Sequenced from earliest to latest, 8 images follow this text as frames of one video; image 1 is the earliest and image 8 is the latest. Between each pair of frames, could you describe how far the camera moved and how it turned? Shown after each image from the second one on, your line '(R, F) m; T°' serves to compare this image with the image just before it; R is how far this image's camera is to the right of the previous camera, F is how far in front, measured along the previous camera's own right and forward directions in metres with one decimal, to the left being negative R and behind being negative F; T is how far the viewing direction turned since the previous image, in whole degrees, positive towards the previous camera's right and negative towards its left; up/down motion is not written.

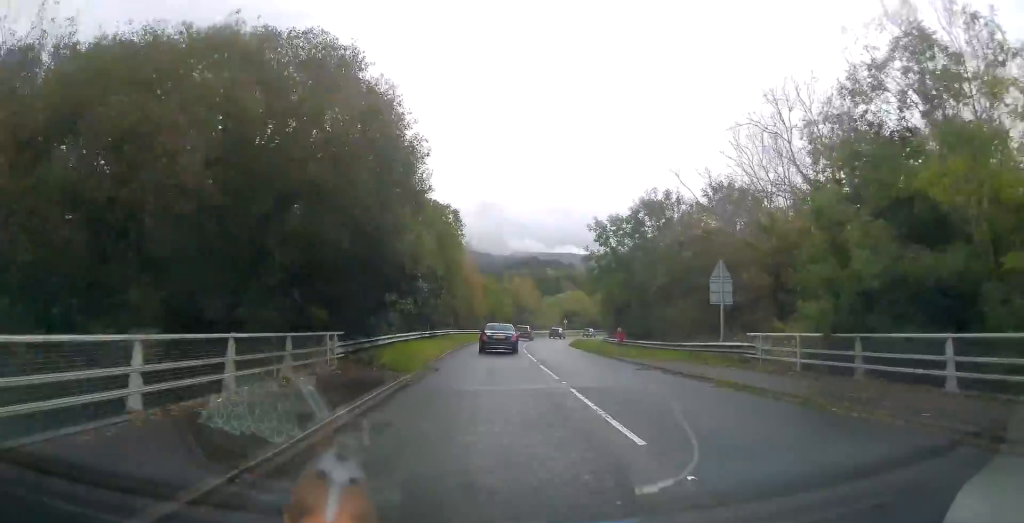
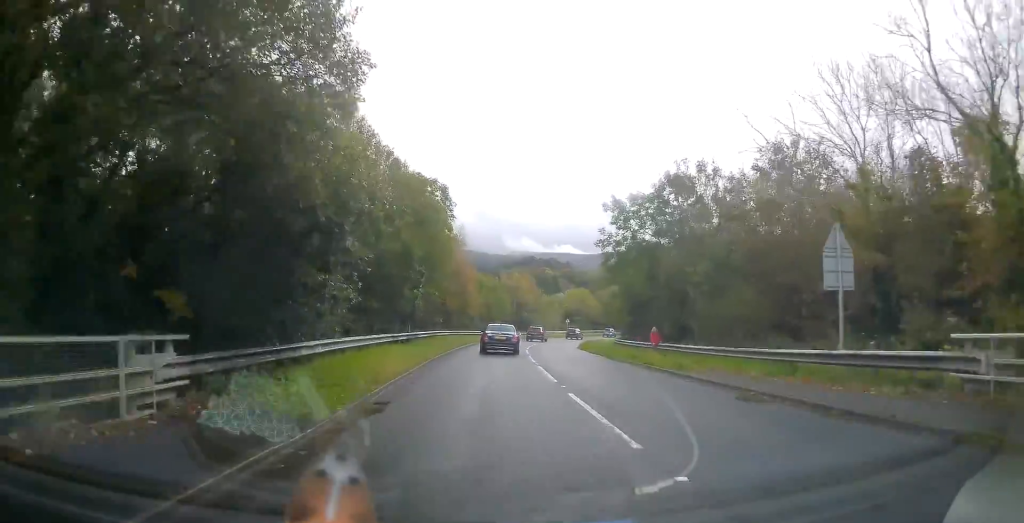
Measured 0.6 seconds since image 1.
(+0.1, +9.1) m; 0°
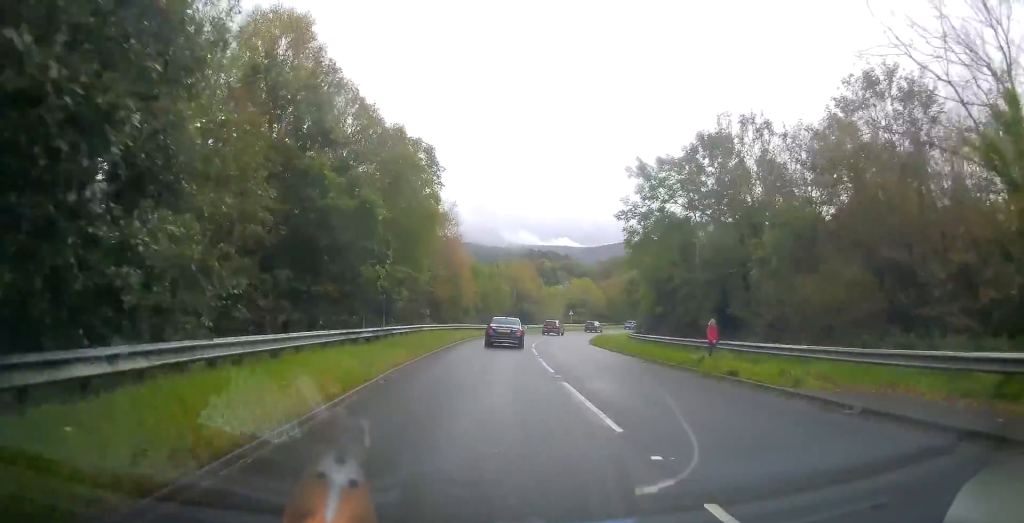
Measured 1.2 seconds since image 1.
(-0.1, +8.2) m; 0°
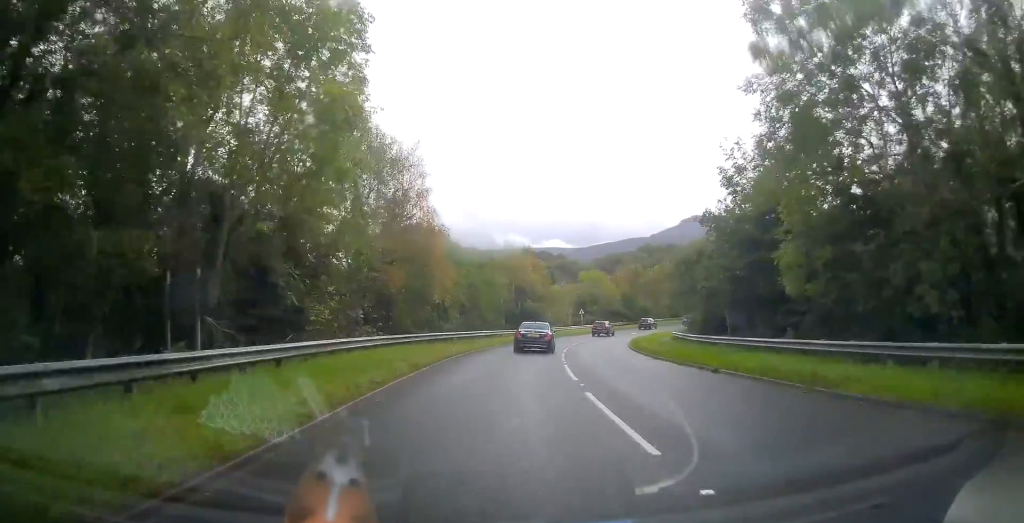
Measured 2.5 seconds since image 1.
(0.0, +19.0) m; +2°
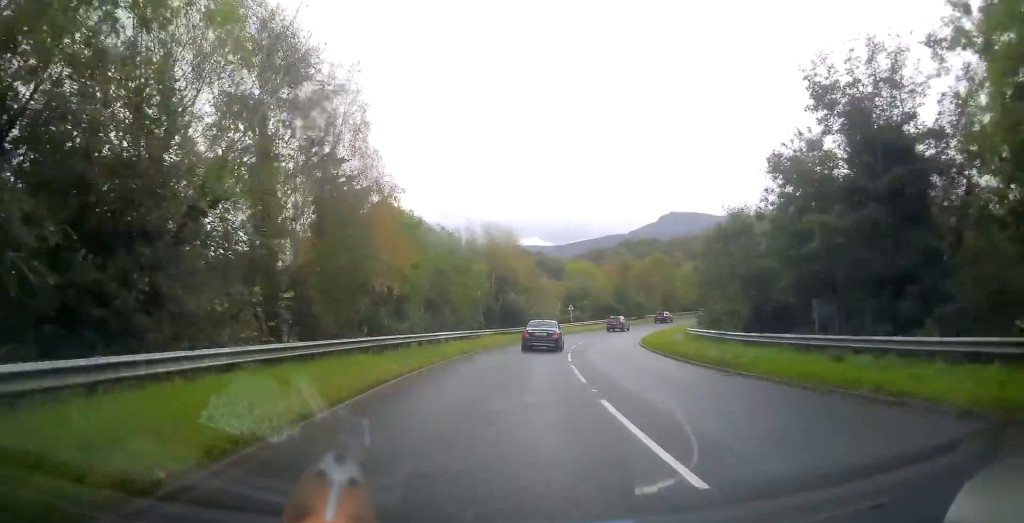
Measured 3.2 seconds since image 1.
(+0.2, +10.3) m; +2°
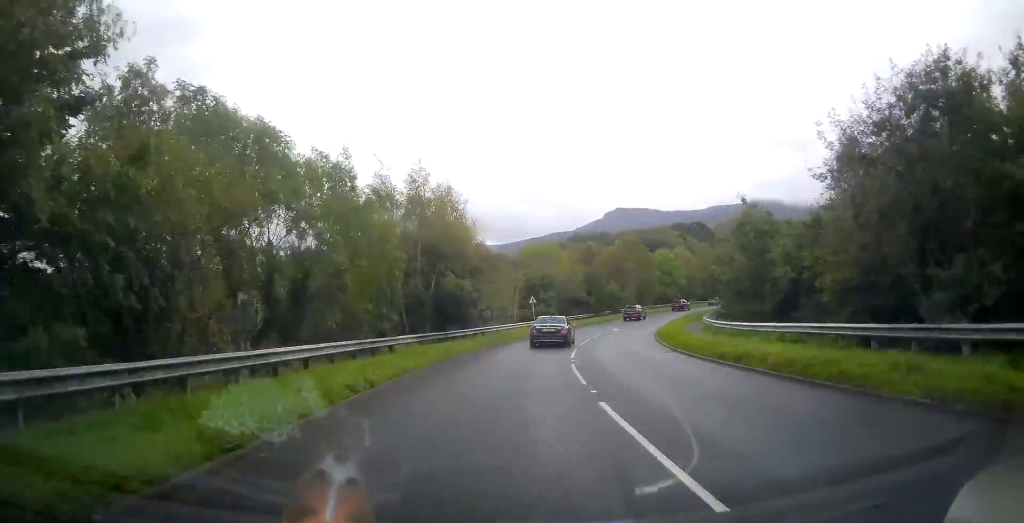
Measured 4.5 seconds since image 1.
(+0.6, +18.6) m; +3°
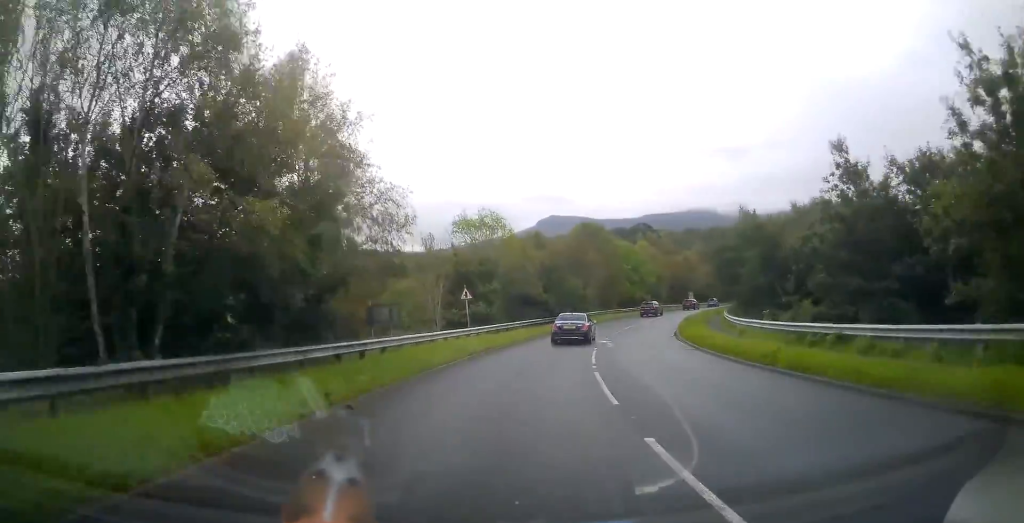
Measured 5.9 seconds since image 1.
(+0.7, +21.3) m; +6°
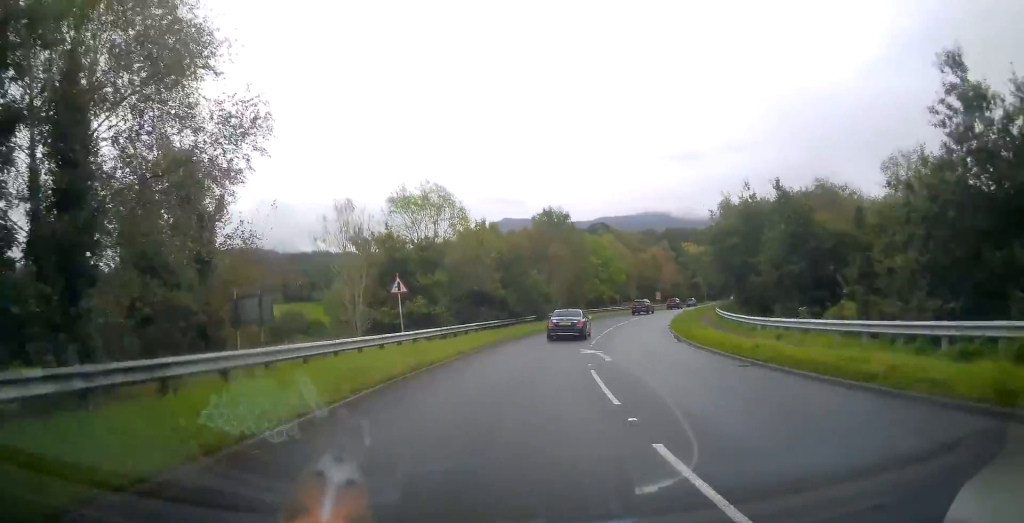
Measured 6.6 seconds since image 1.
(+0.5, +9.7) m; +4°
